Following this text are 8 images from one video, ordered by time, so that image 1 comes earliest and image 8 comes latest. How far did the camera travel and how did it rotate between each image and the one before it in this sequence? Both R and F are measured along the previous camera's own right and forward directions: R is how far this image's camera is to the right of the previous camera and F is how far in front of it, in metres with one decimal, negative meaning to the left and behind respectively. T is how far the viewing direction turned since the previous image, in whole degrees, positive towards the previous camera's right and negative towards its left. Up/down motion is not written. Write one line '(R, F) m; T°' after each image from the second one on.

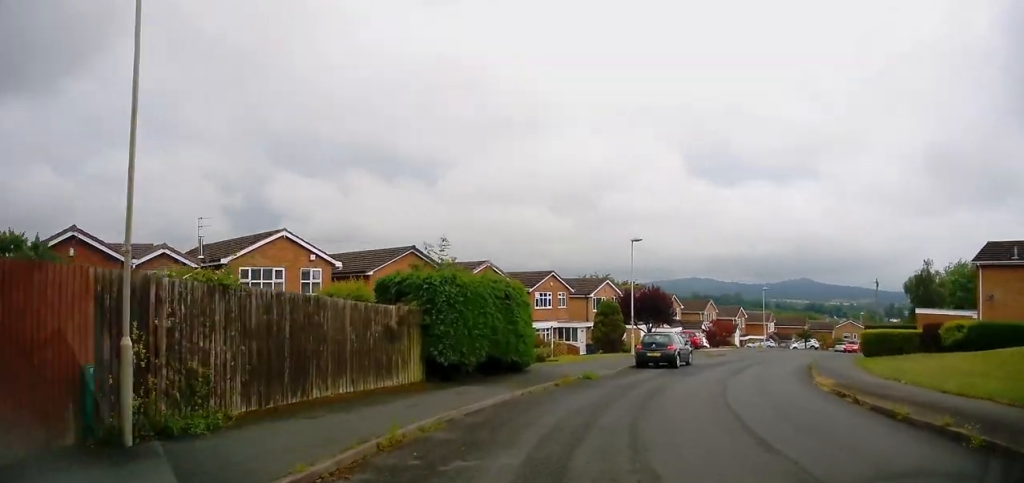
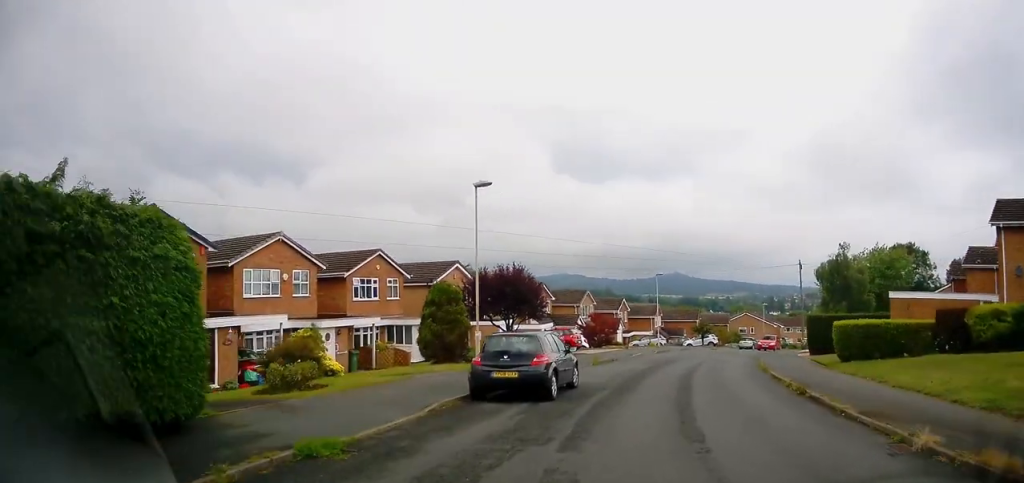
(+1.2, +11.4) m; +13°
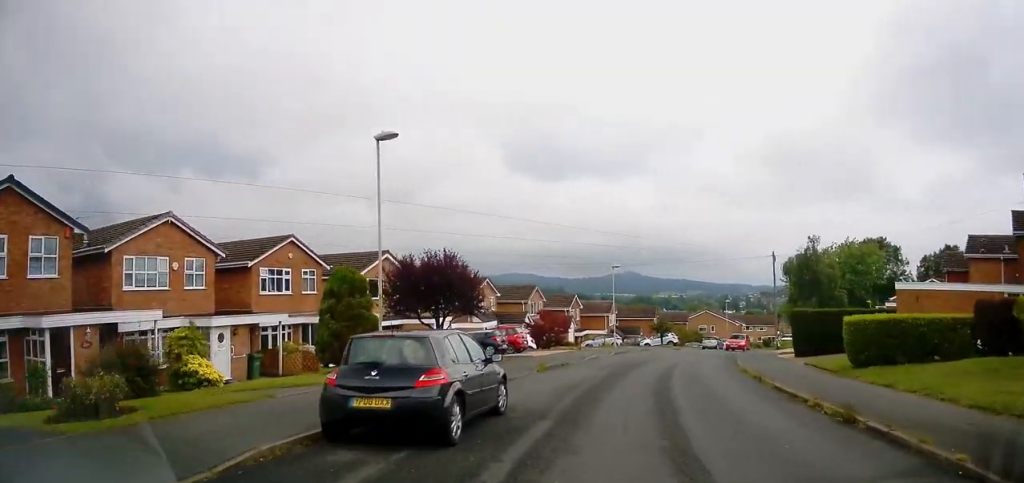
(+0.4, +5.0) m; +4°
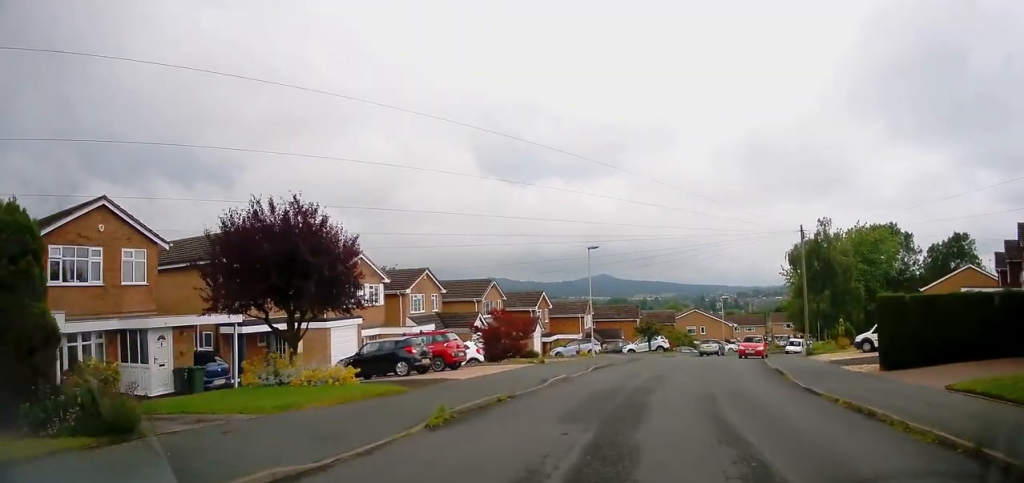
(+0.1, +11.6) m; 0°
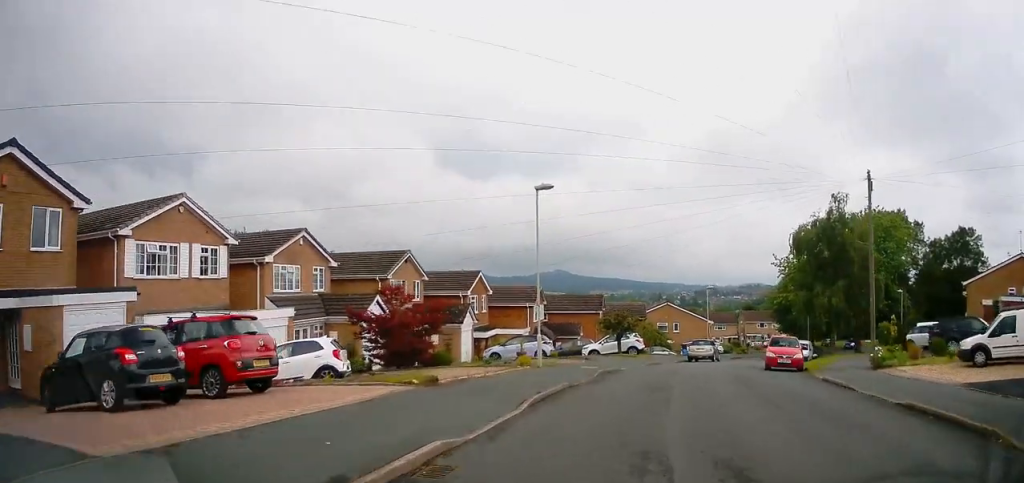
(-0.2, +12.8) m; +4°
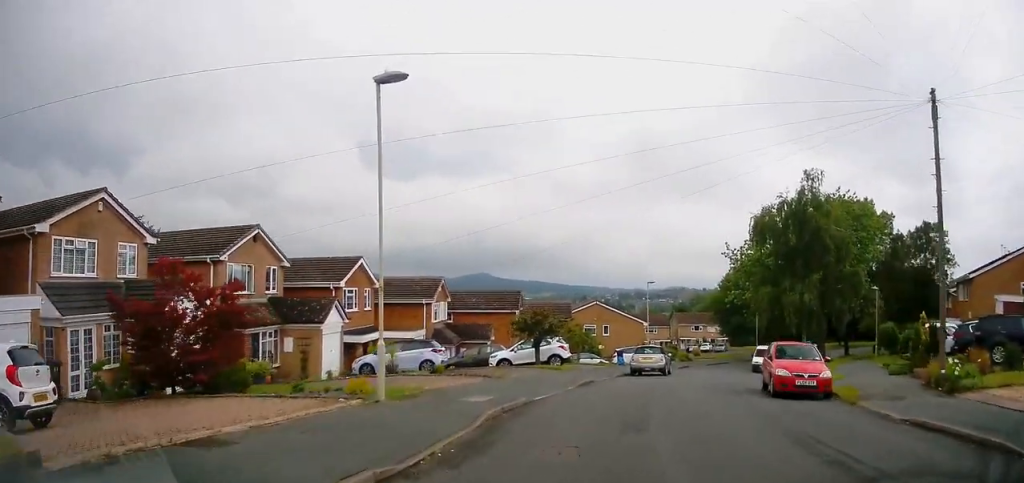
(+1.1, +9.5) m; +9°
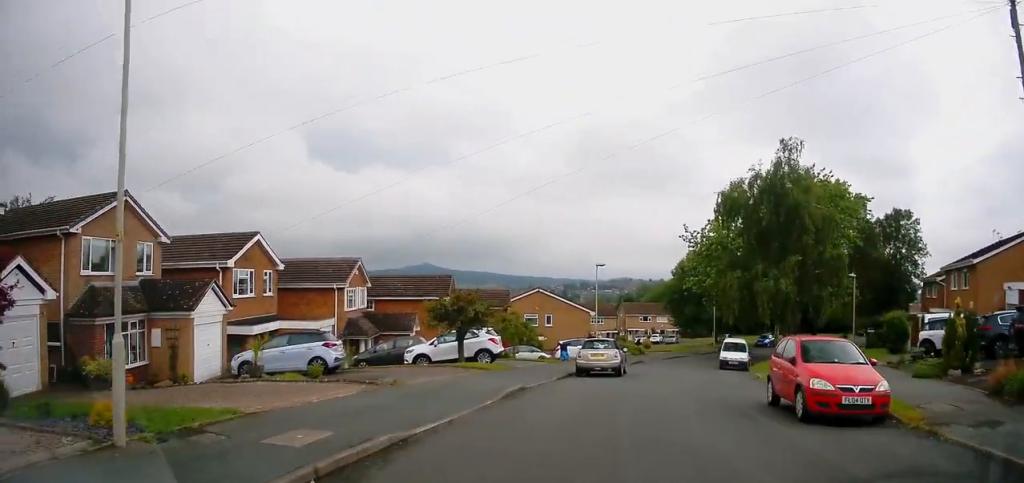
(0.0, +5.5) m; +3°
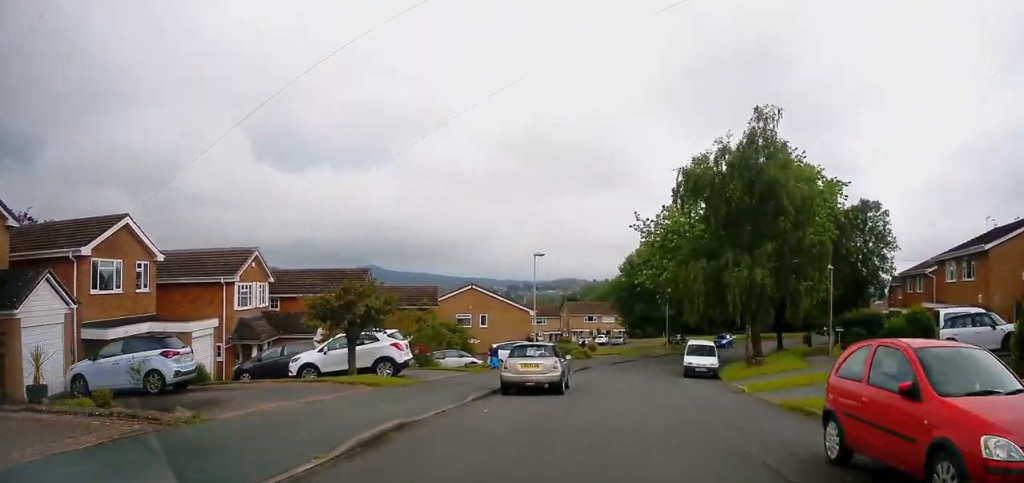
(+0.2, +5.9) m; +5°
